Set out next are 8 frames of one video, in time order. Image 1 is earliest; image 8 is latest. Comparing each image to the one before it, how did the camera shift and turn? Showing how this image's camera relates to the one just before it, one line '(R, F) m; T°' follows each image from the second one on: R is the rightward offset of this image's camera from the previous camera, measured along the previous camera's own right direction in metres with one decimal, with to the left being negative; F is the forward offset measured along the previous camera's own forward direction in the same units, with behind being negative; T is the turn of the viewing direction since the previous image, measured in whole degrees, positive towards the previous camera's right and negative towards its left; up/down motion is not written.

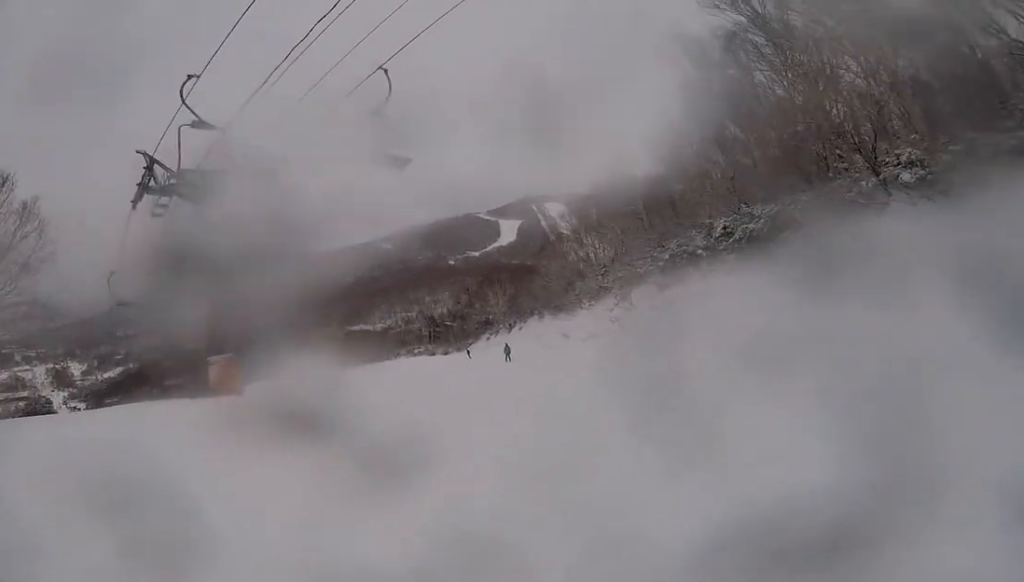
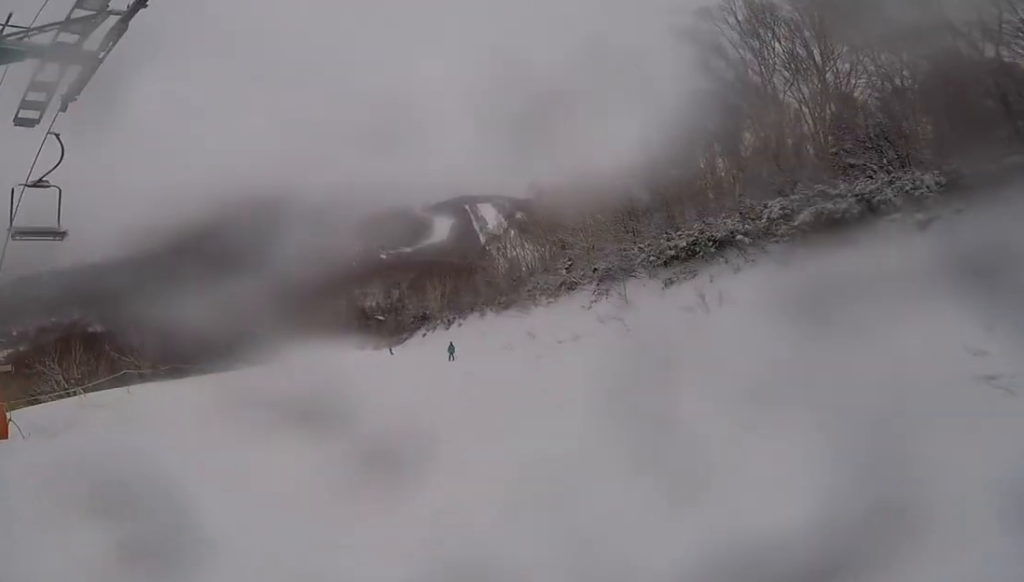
(-1.3, +7.4) m; +14°
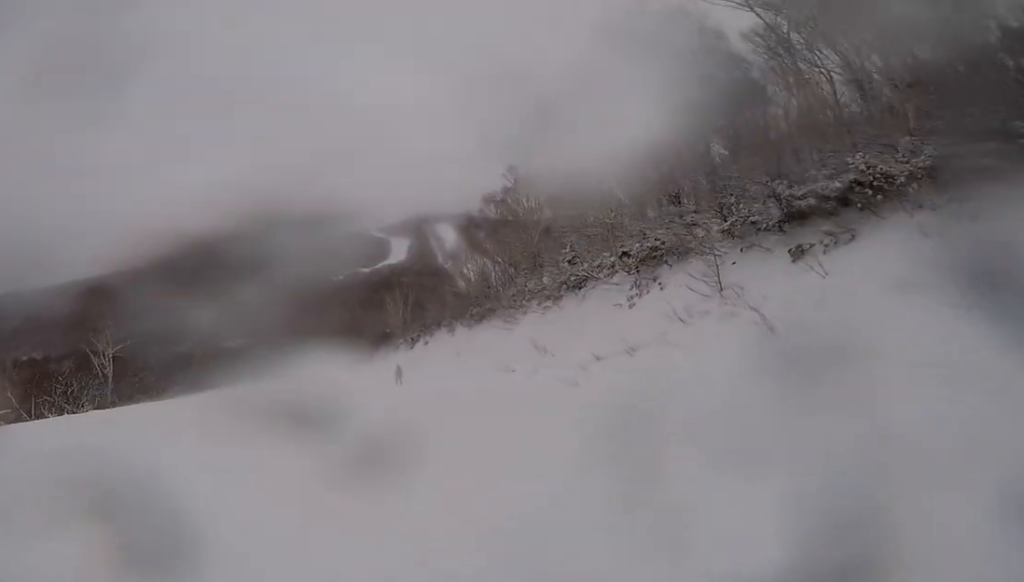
(+2.9, +10.3) m; +6°
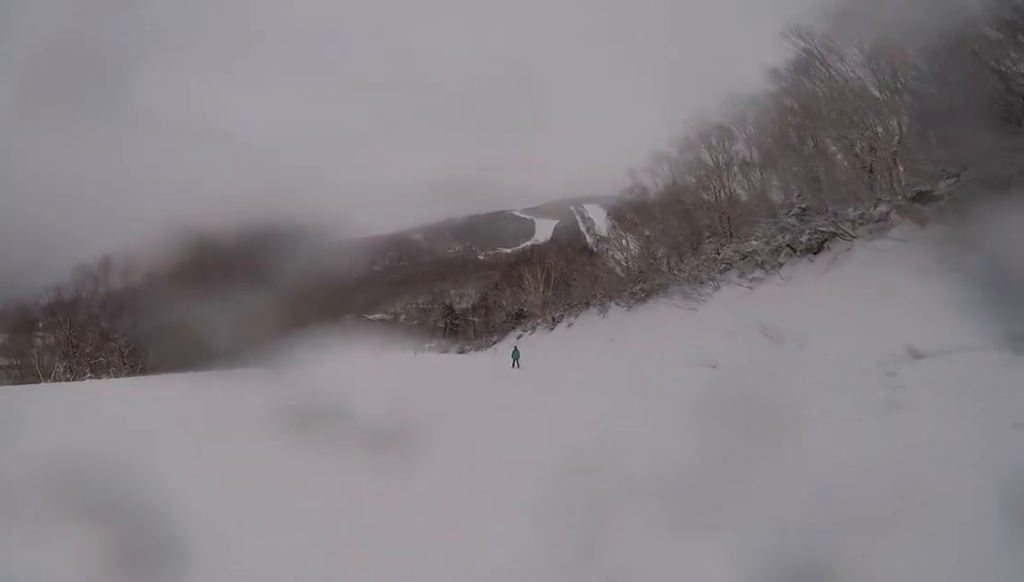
(-0.7, +6.5) m; -6°
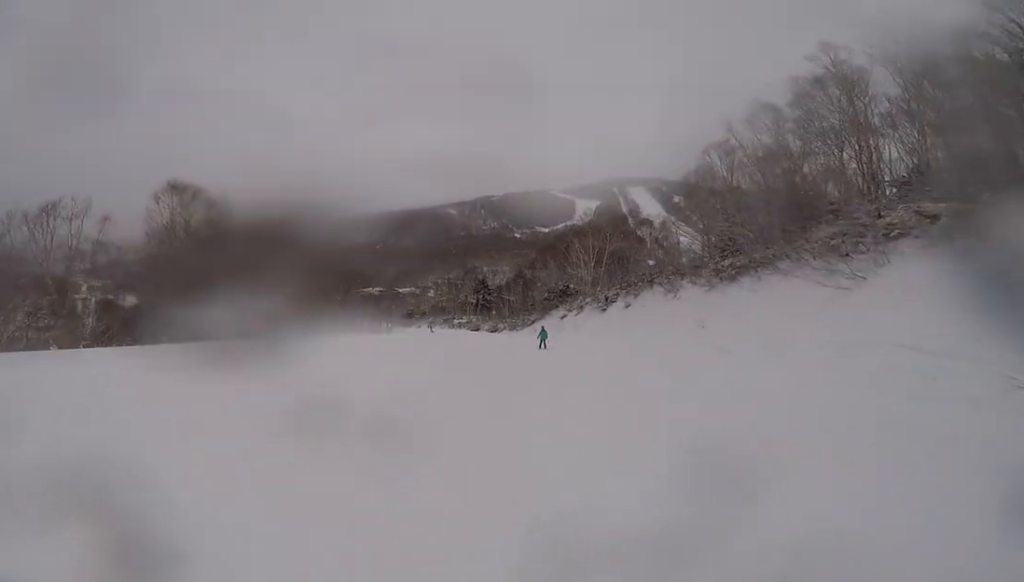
(0.0, +7.9) m; -2°
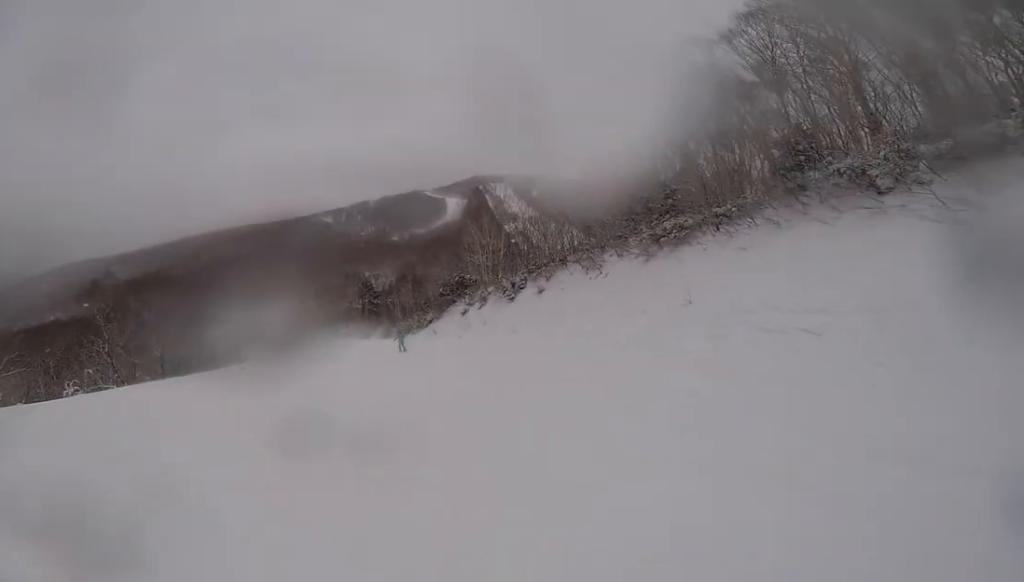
(-0.3, +11.0) m; +5°
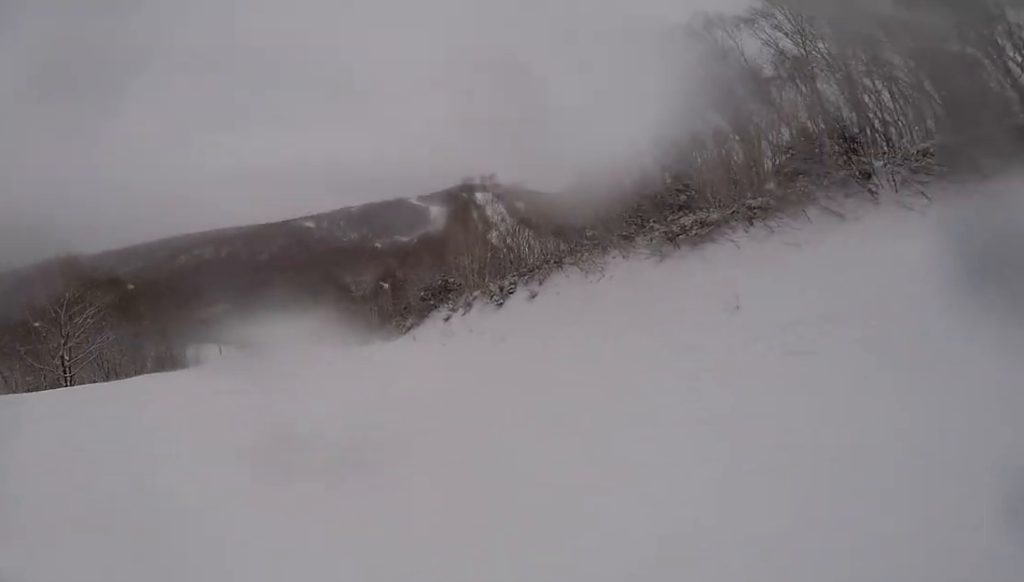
(+0.4, +4.8) m; +2°
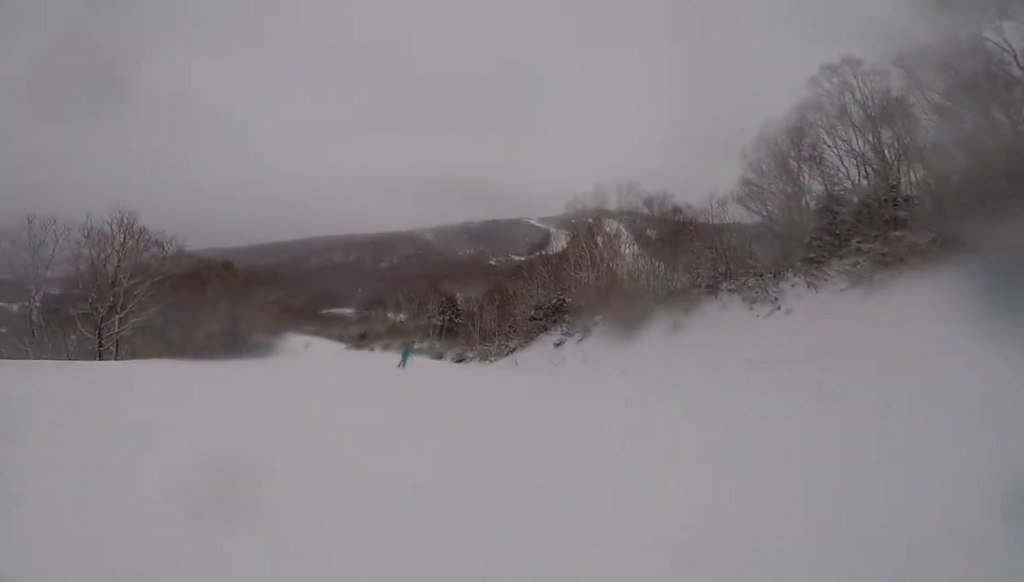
(+0.7, +5.0) m; 0°
